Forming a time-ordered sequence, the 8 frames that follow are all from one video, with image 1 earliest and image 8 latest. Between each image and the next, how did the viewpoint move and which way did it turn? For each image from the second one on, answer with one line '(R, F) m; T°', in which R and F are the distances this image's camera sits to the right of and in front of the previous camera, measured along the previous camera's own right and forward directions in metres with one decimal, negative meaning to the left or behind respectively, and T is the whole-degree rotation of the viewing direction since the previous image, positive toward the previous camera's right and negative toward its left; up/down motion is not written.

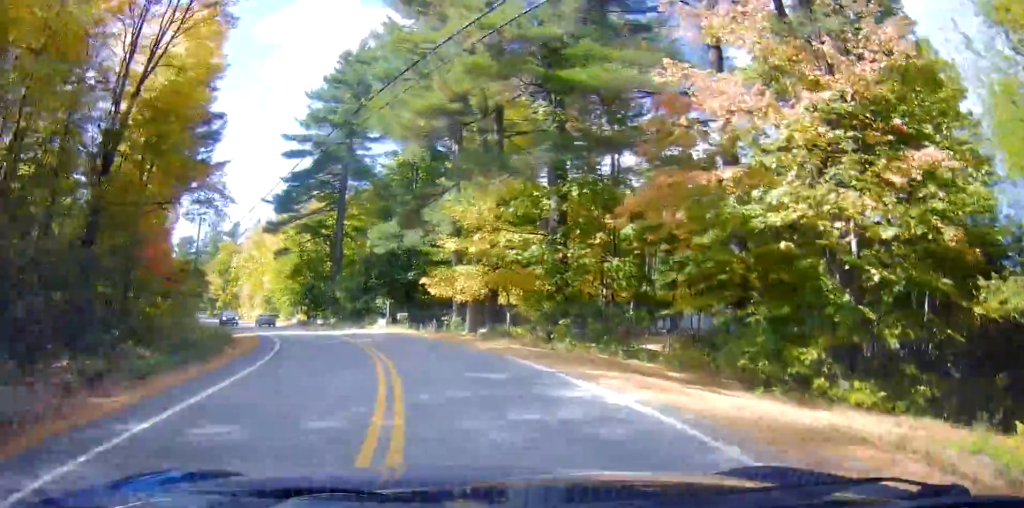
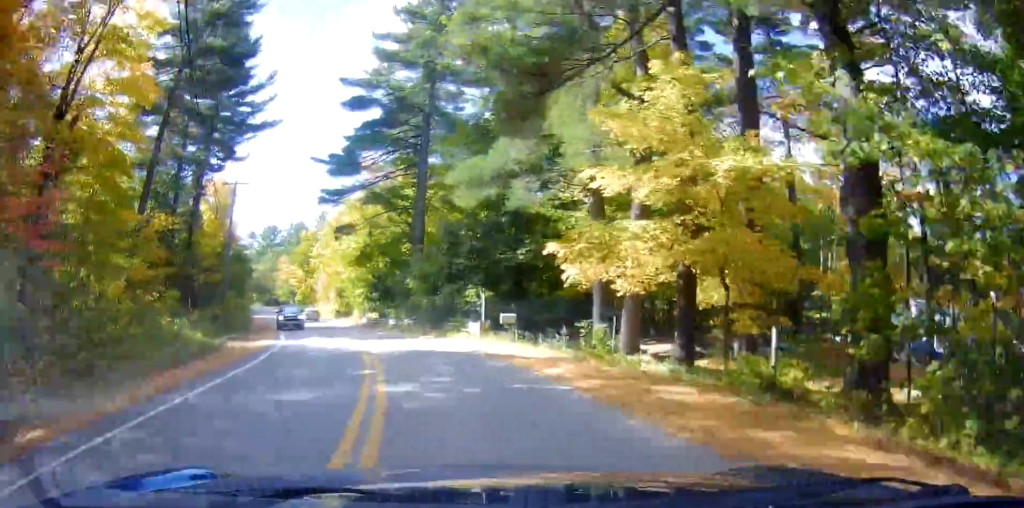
(-0.2, +14.8) m; -5°
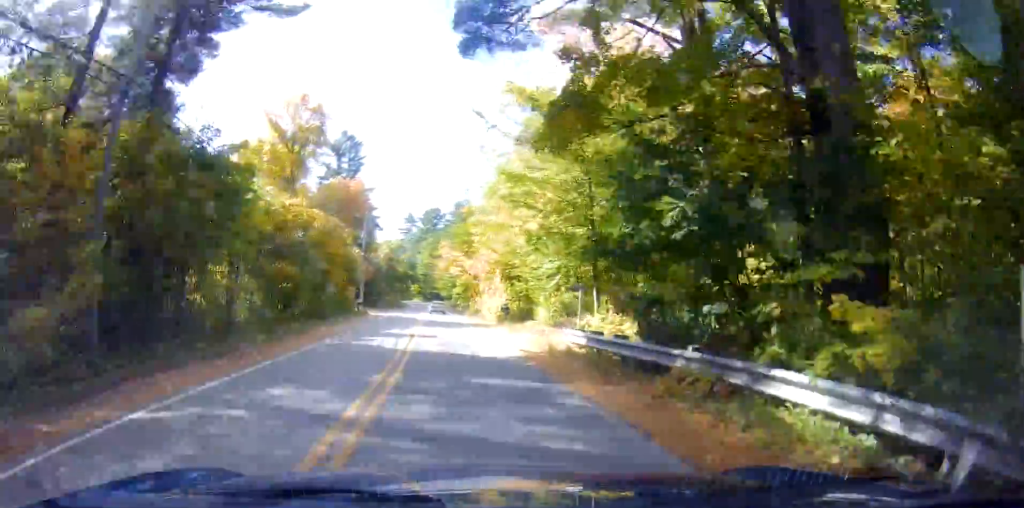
(-3.5, +32.3) m; -11°
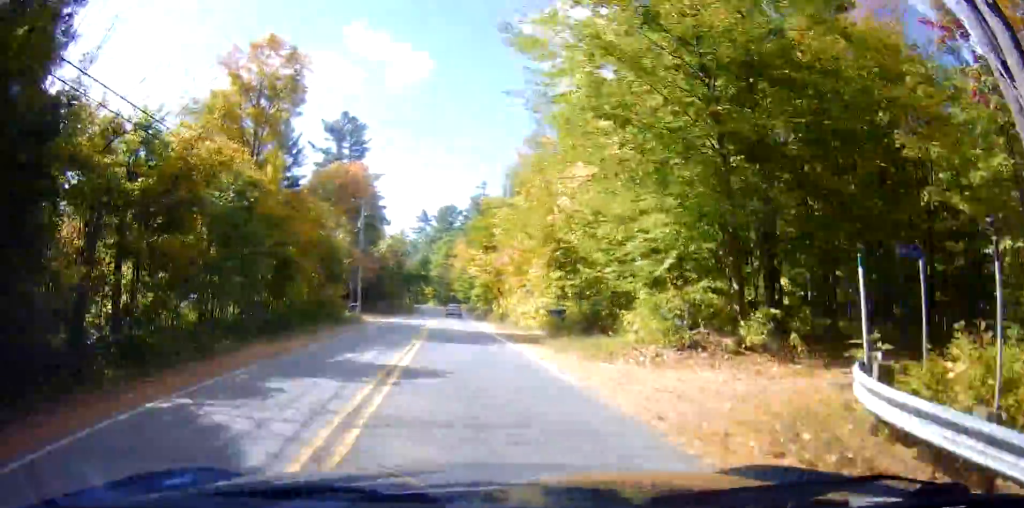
(-0.4, +11.9) m; -3°
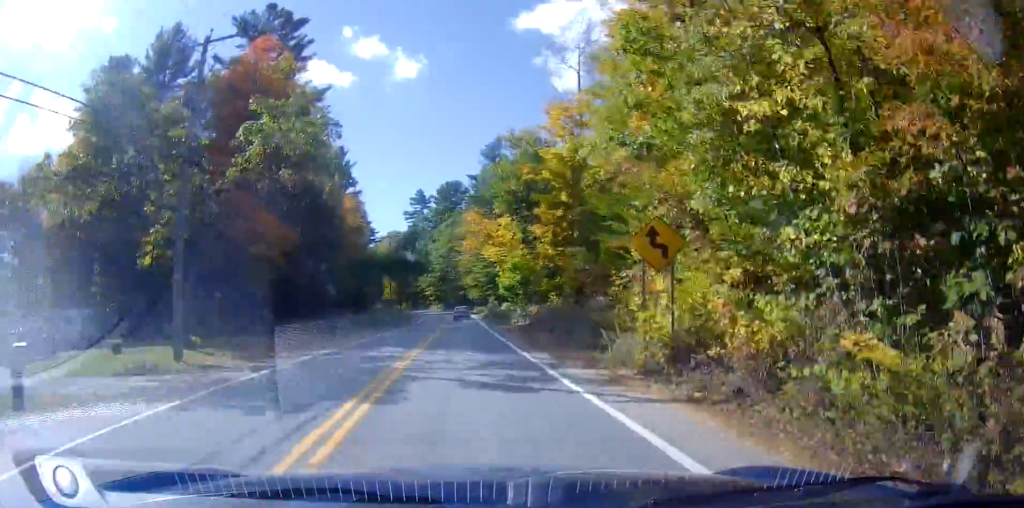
(-1.8, +36.1) m; -3°
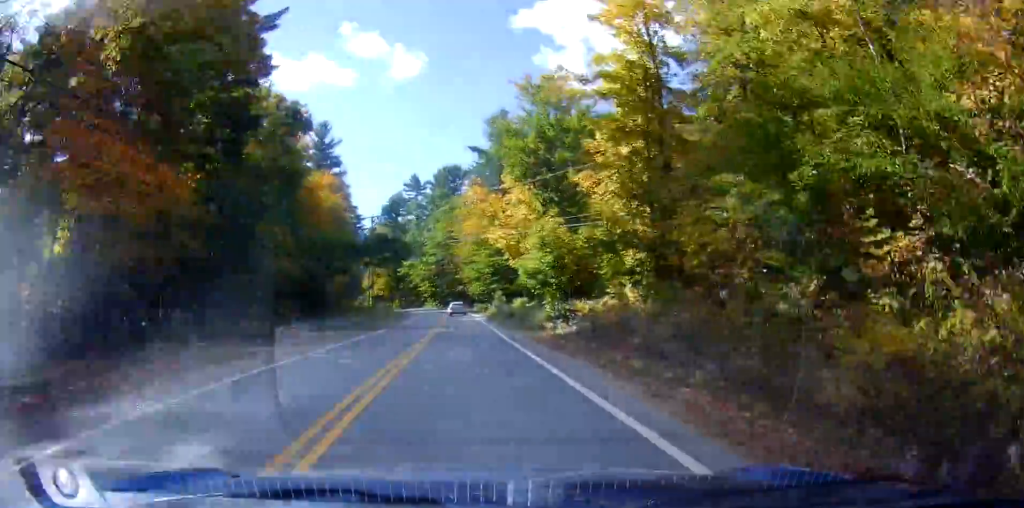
(0.0, +14.0) m; 0°
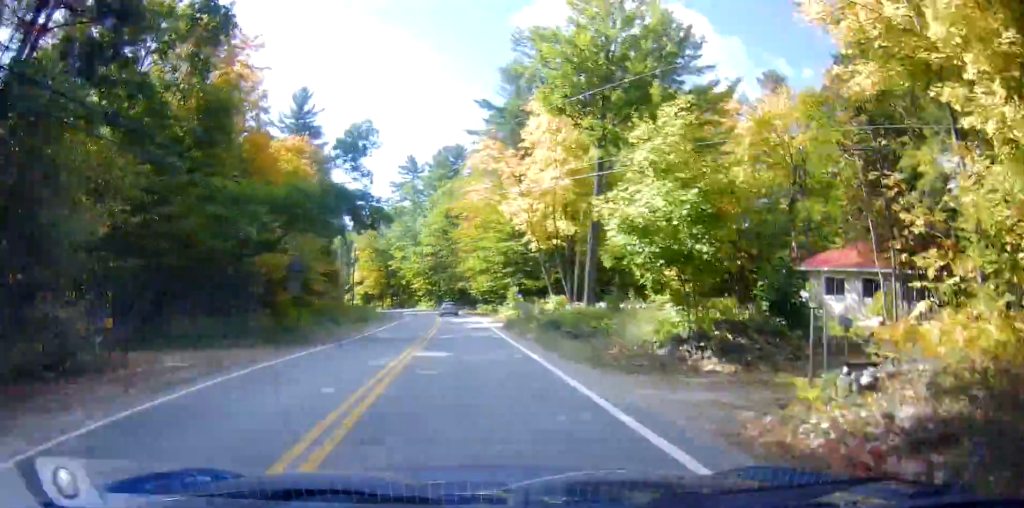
(0.0, +16.0) m; 0°
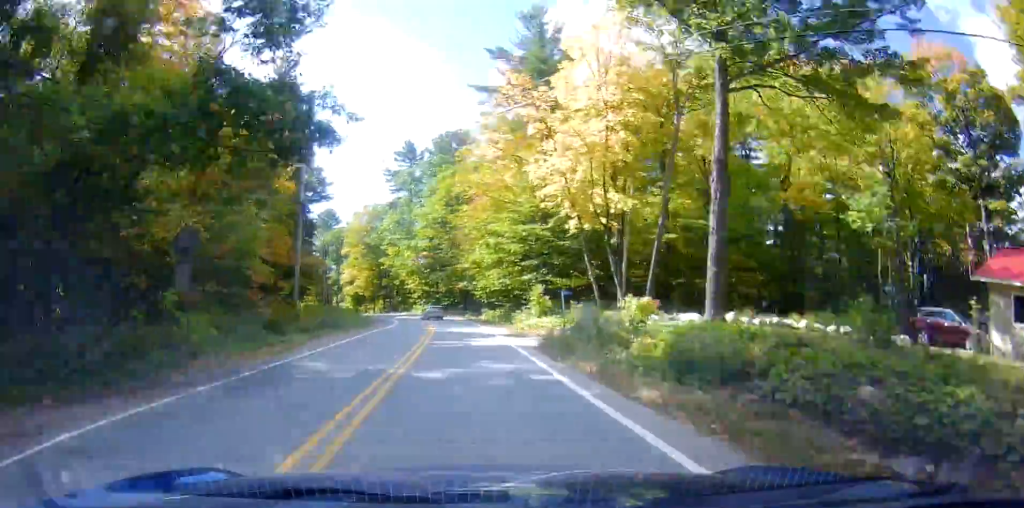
(0.0, +12.5) m; 0°
